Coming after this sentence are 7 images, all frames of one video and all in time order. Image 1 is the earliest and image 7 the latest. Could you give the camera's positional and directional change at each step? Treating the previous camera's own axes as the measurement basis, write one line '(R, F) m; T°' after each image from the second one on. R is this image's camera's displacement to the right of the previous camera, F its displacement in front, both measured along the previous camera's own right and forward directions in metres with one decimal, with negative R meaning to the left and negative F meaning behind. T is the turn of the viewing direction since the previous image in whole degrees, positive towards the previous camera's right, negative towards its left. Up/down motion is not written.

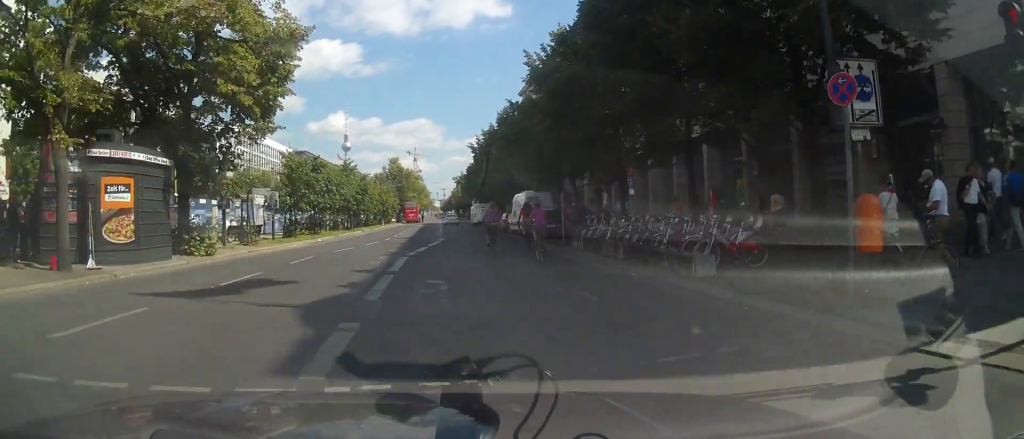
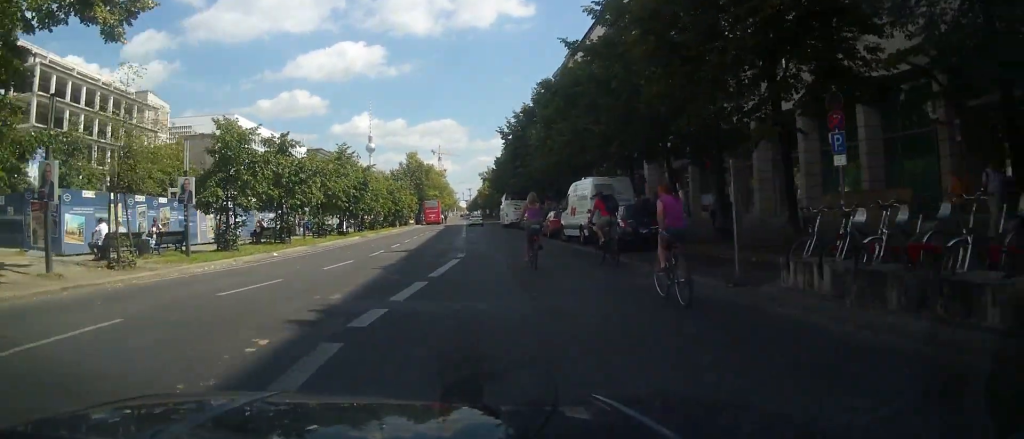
(-0.1, +11.9) m; -1°
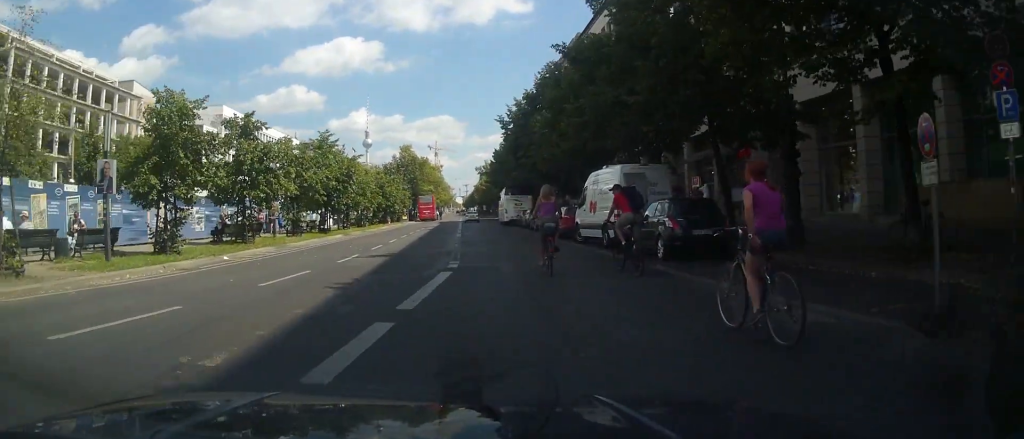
(0.0, +4.3) m; 0°
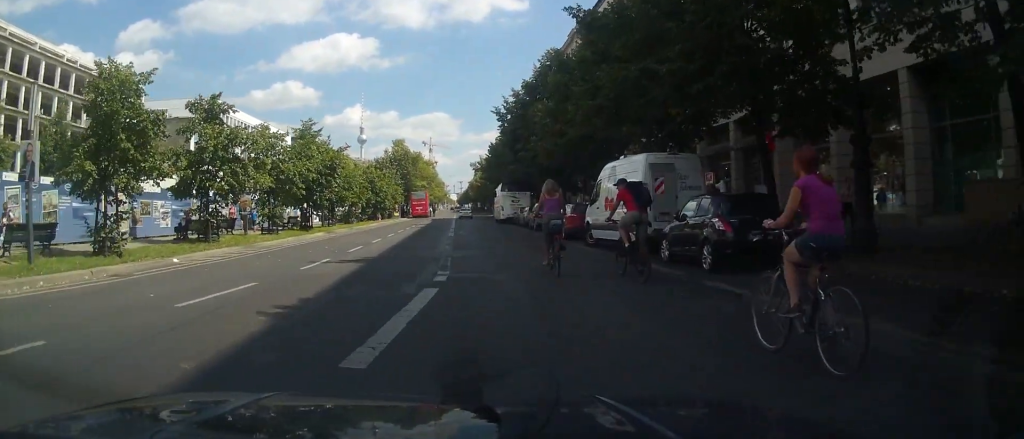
(0.0, +3.6) m; +2°
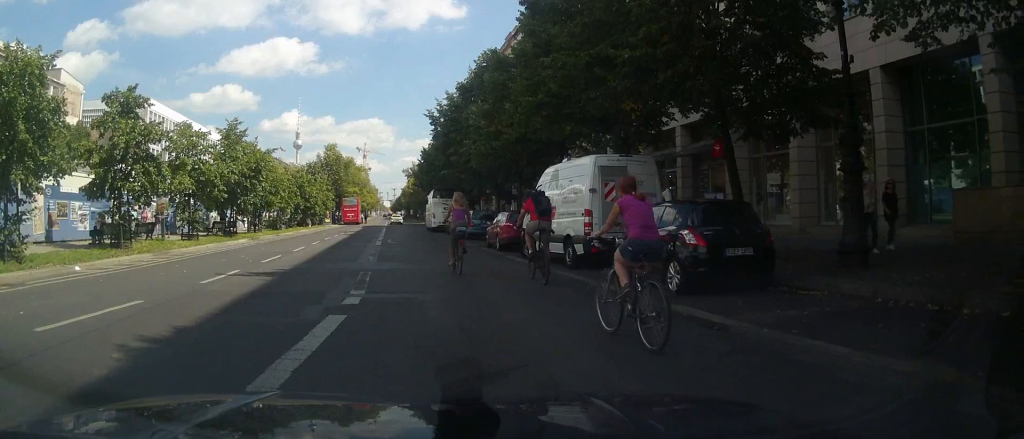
(+0.2, +4.7) m; +4°
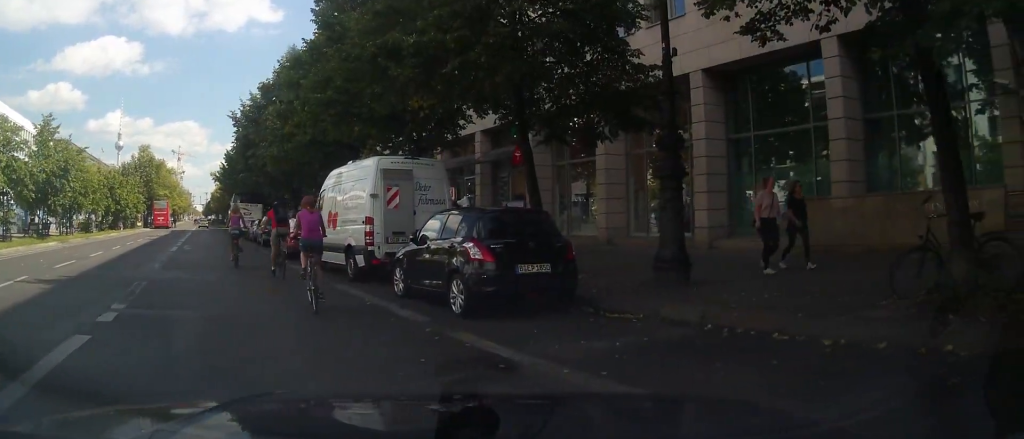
(+0.1, +3.8) m; +5°
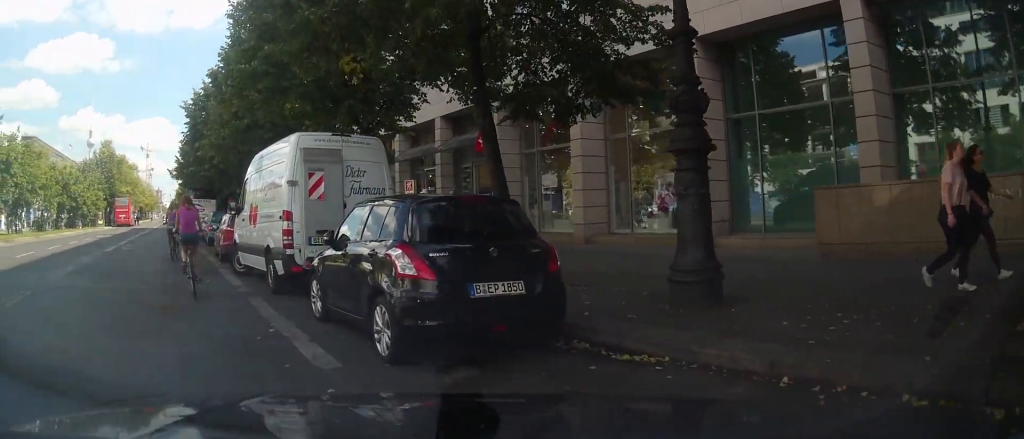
(+0.1, +3.0) m; 0°
